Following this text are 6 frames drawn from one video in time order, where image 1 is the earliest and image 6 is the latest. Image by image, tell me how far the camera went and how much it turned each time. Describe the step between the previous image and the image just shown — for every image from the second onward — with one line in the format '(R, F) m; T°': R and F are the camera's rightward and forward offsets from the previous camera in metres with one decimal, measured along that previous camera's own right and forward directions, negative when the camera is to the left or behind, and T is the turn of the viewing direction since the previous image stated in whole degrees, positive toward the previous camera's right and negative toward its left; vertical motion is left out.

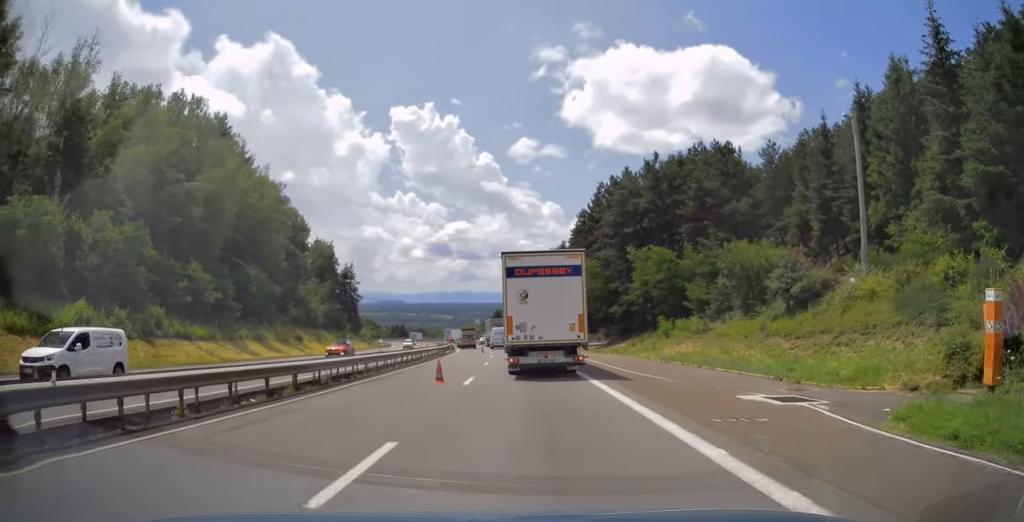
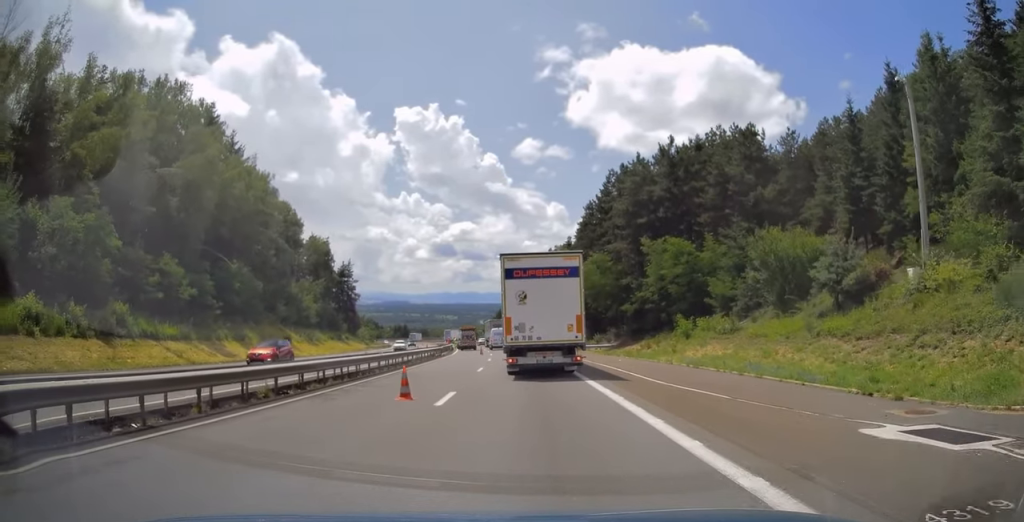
(0.0, +5.3) m; 0°
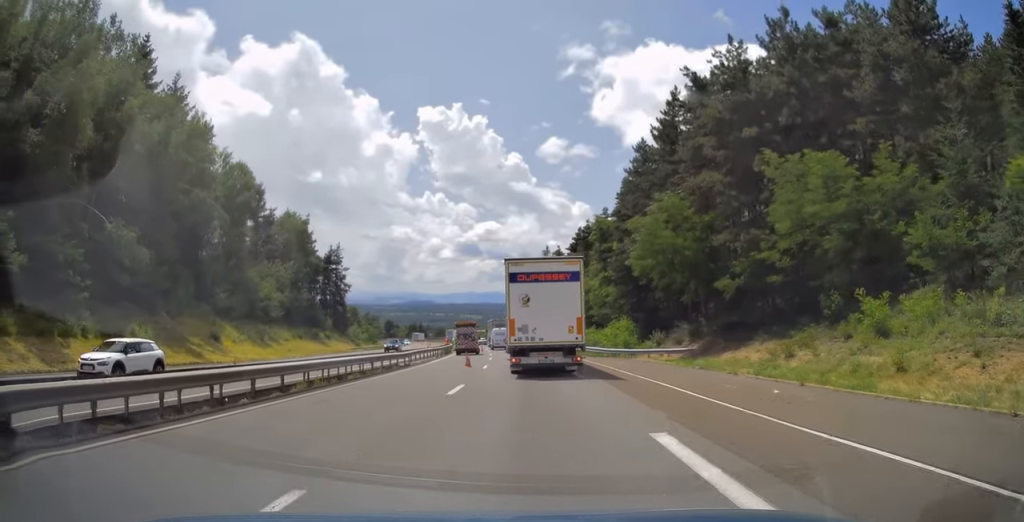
(-0.1, +23.4) m; -2°
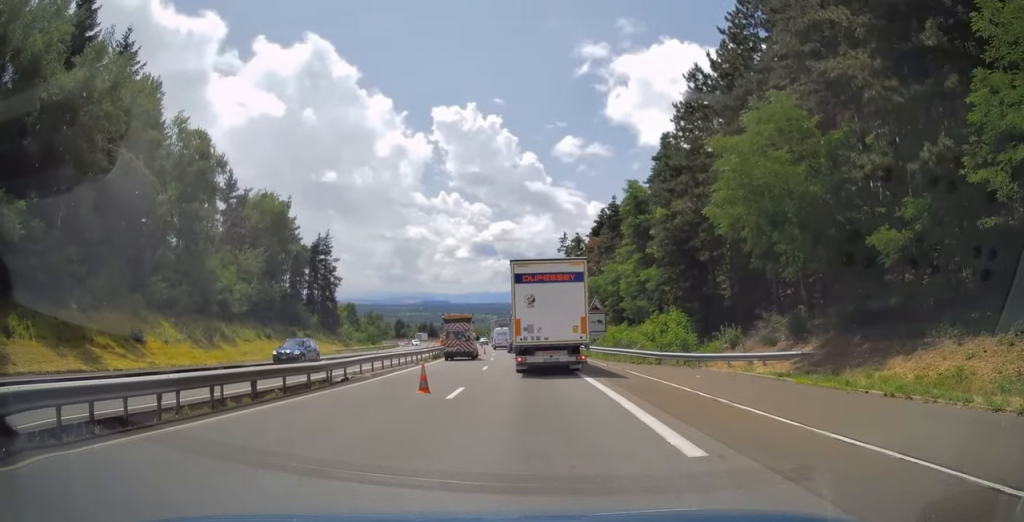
(-0.3, +14.2) m; 0°
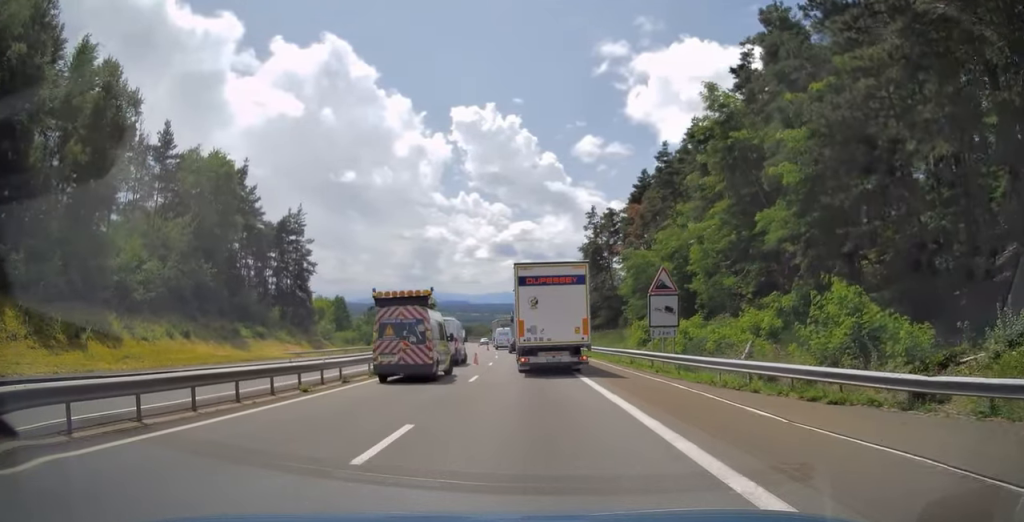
(-0.3, +20.3) m; -4°
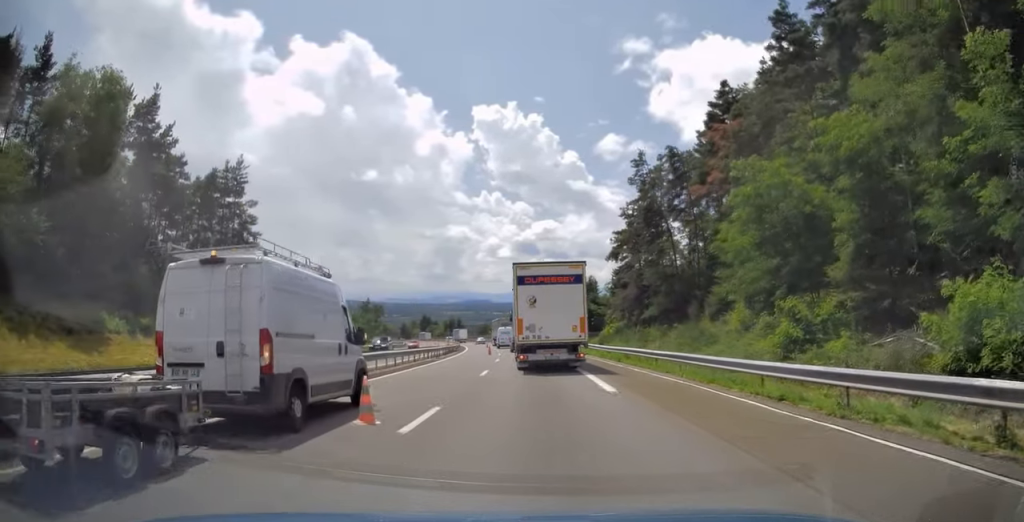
(-0.6, +23.5) m; -1°
